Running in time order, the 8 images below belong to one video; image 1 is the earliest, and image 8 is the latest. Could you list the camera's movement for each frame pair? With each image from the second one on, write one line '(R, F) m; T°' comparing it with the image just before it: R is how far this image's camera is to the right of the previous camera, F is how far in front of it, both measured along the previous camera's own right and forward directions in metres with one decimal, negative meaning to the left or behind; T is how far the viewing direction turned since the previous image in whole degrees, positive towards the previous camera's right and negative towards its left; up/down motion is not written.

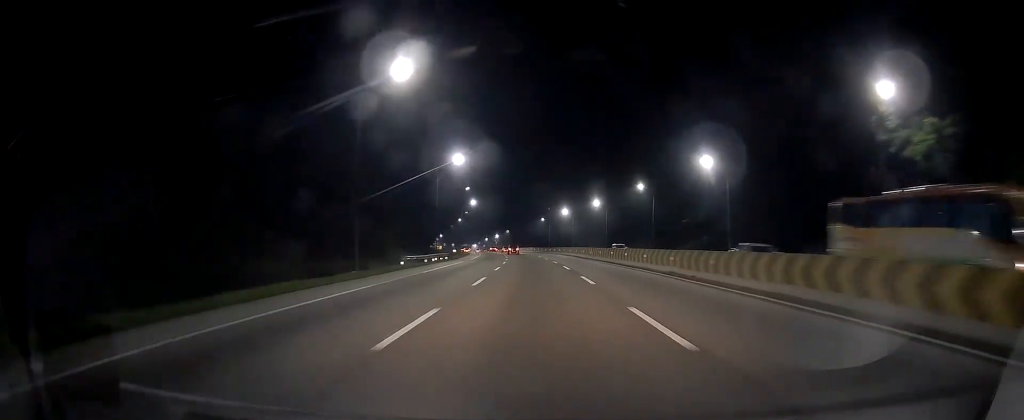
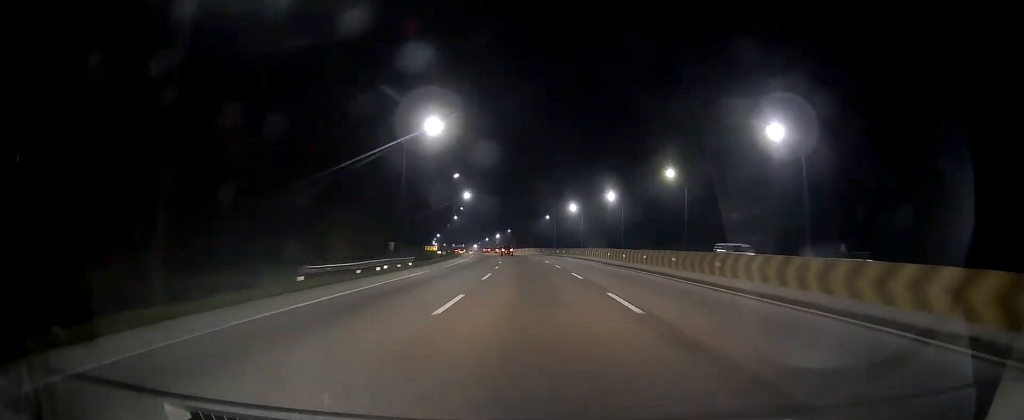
(-0.1, +20.2) m; 0°
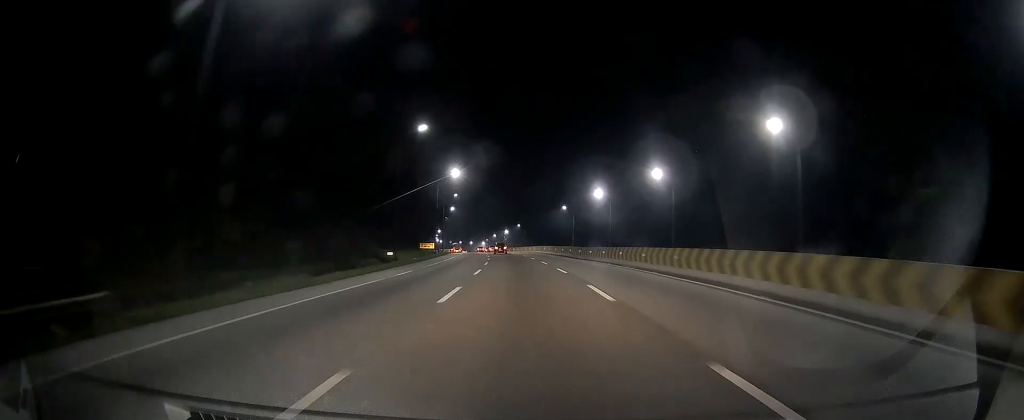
(+0.1, +34.2) m; 0°
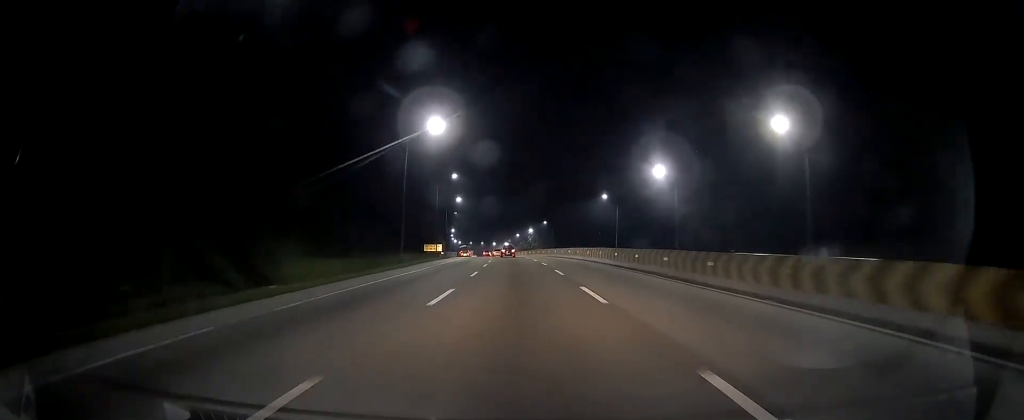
(-0.8, +36.3) m; -3°
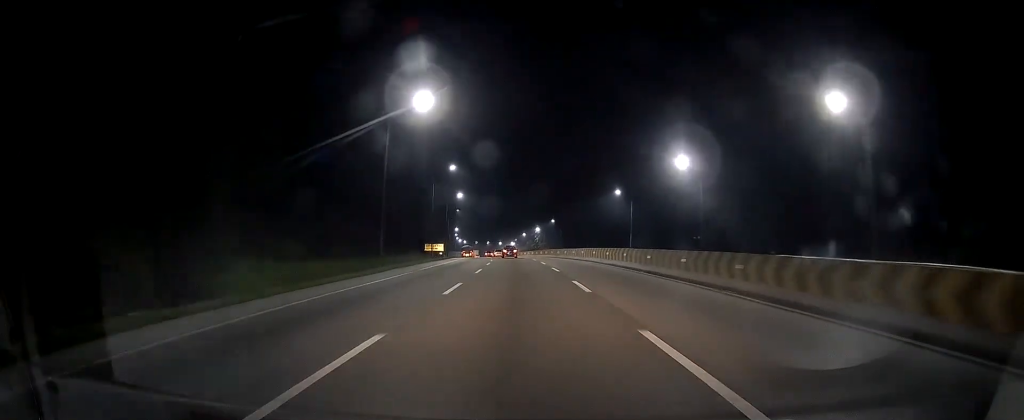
(-0.1, +9.2) m; -1°
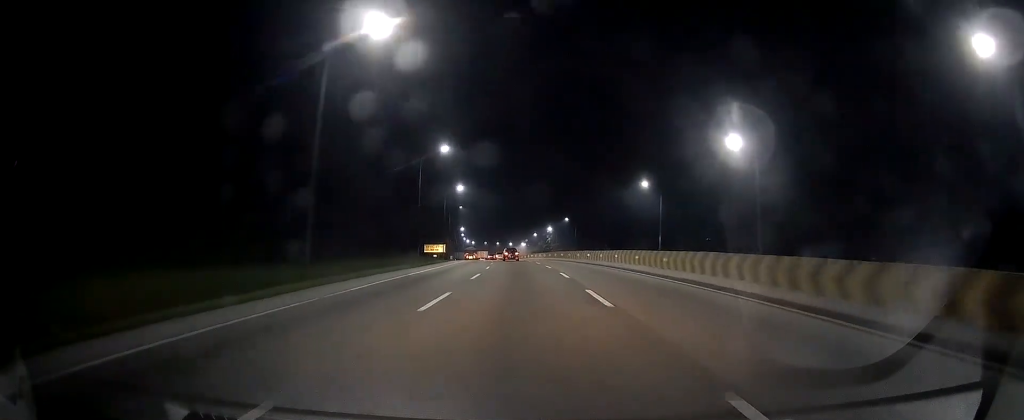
(0.0, +15.0) m; -1°
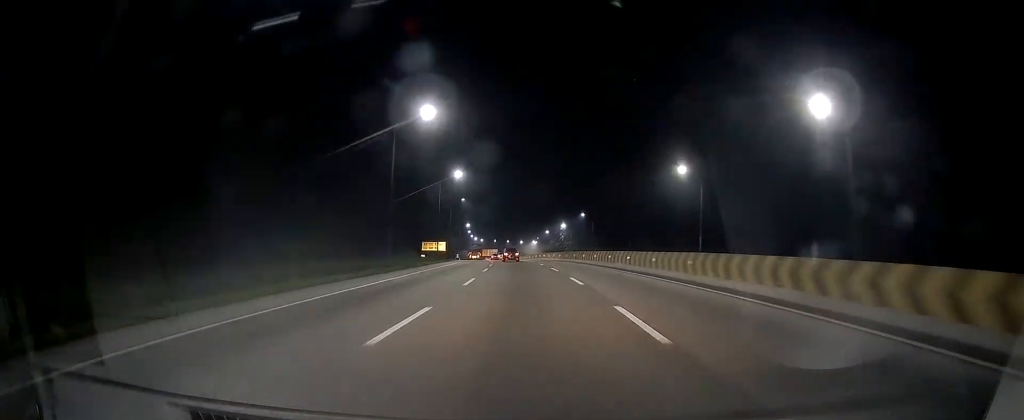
(-0.3, +16.3) m; -2°
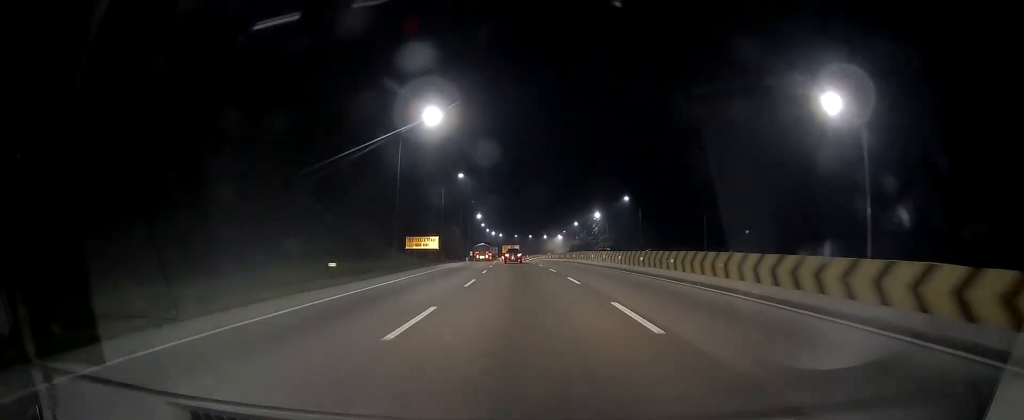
(-0.8, +35.2) m; -2°
